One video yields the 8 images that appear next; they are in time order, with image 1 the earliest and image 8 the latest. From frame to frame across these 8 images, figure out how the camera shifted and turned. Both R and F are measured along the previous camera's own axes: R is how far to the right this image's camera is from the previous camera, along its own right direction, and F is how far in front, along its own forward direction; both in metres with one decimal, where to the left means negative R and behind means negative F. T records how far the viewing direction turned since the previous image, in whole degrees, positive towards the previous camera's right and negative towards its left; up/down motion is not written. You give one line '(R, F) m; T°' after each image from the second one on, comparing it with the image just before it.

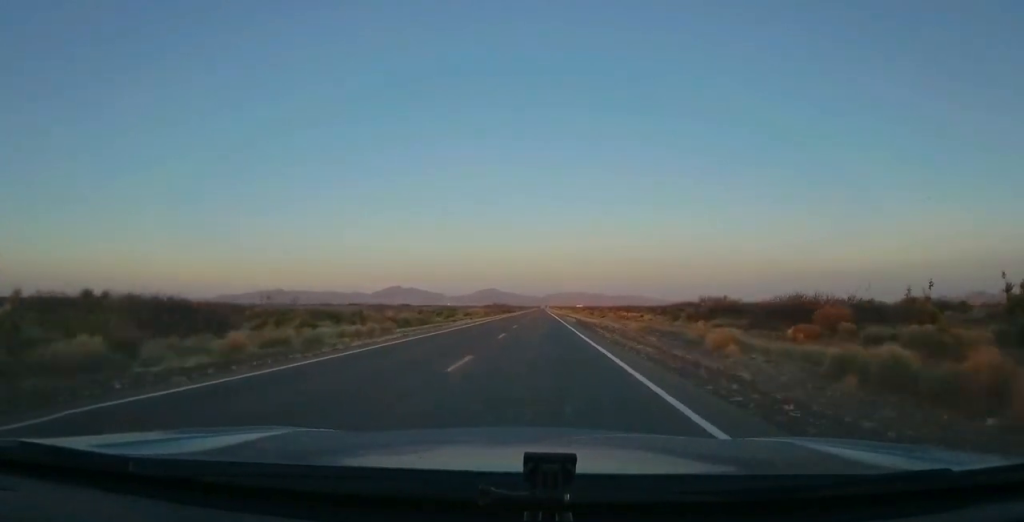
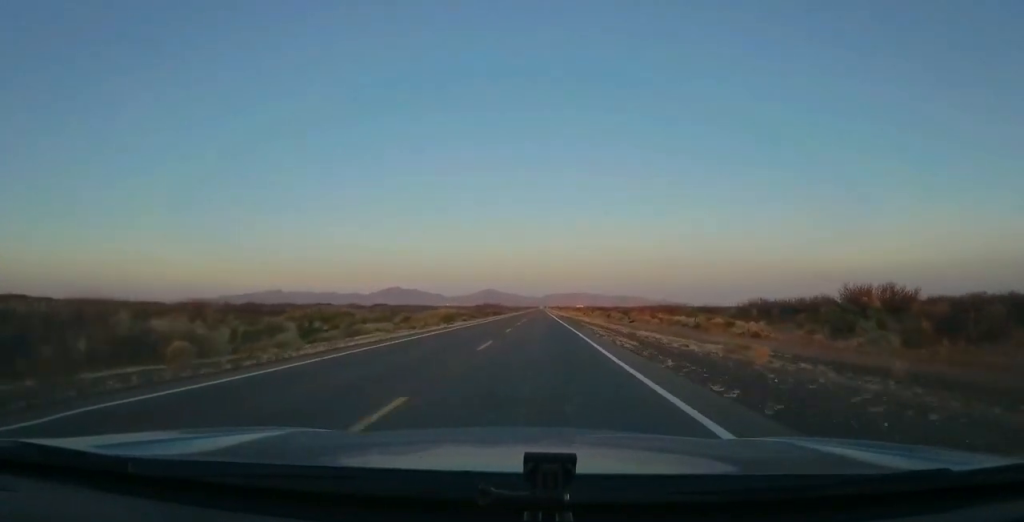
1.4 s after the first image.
(-0.5, +41.9) m; 0°
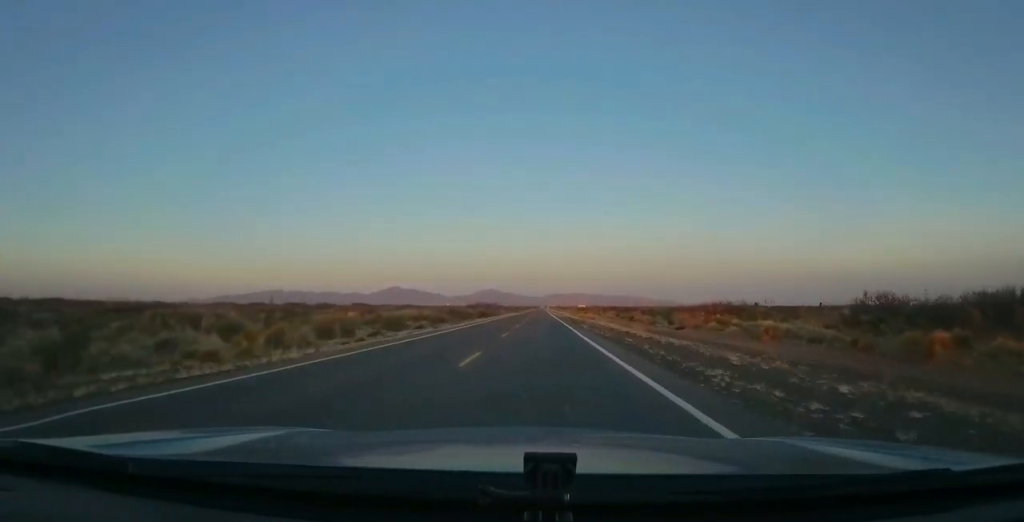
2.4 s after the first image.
(+0.4, +28.3) m; +1°
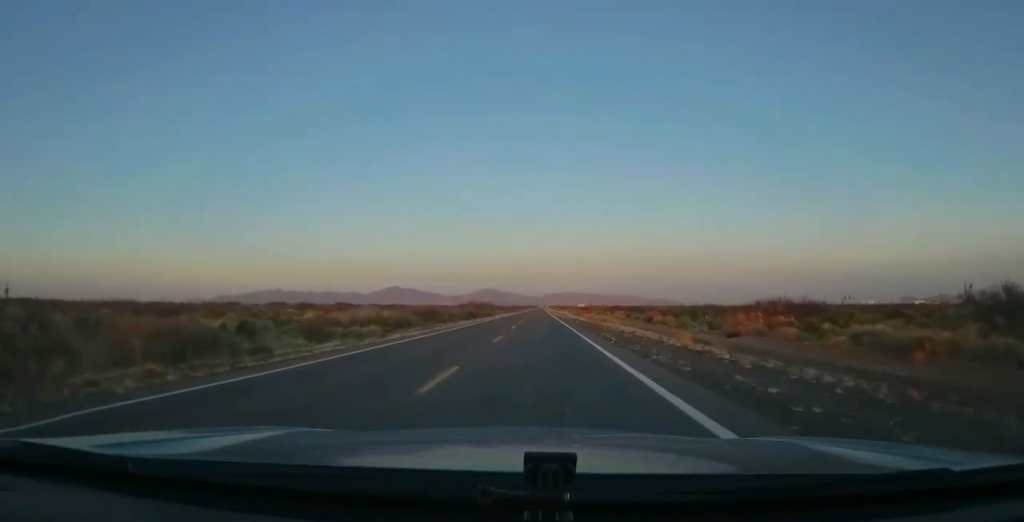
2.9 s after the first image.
(0.0, +15.6) m; 0°
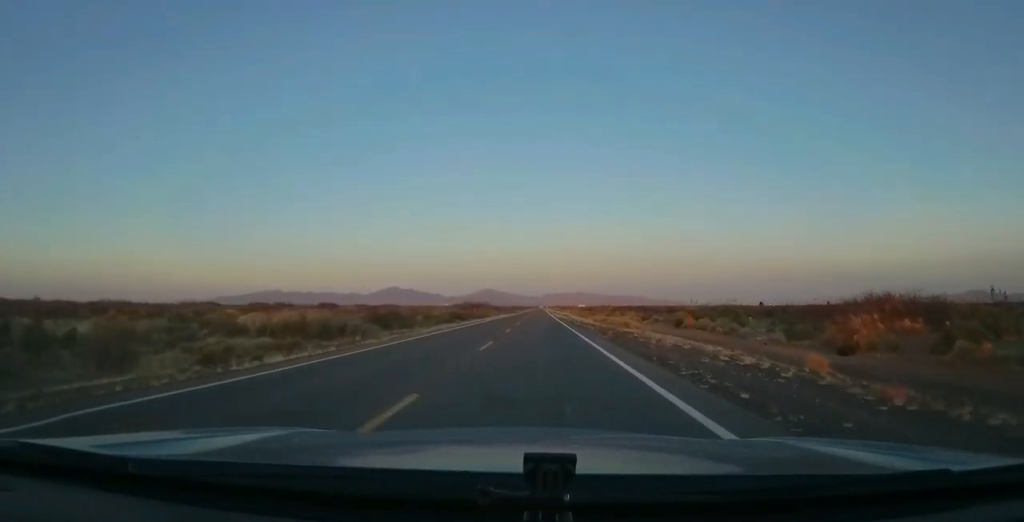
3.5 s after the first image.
(0.0, +15.6) m; 0°
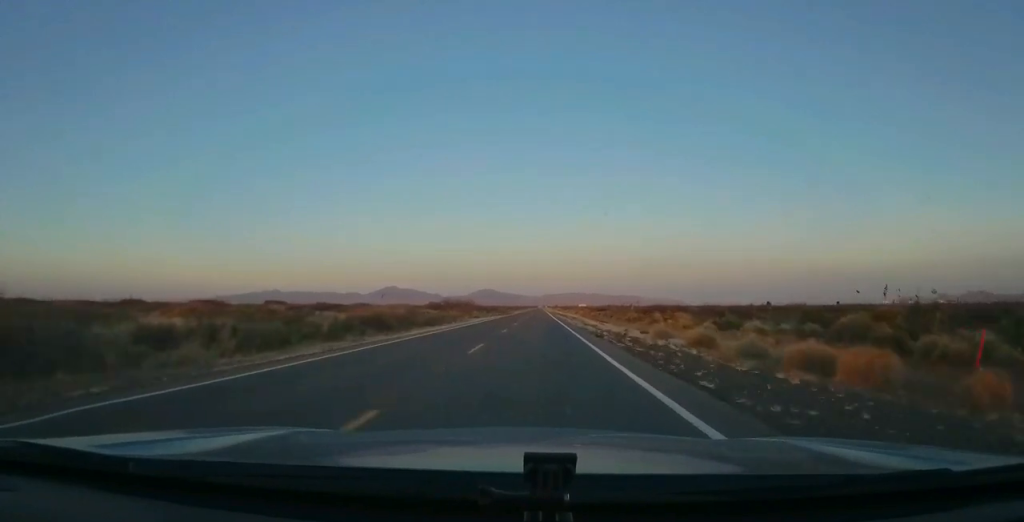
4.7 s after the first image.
(-0.4, +37.1) m; -1°
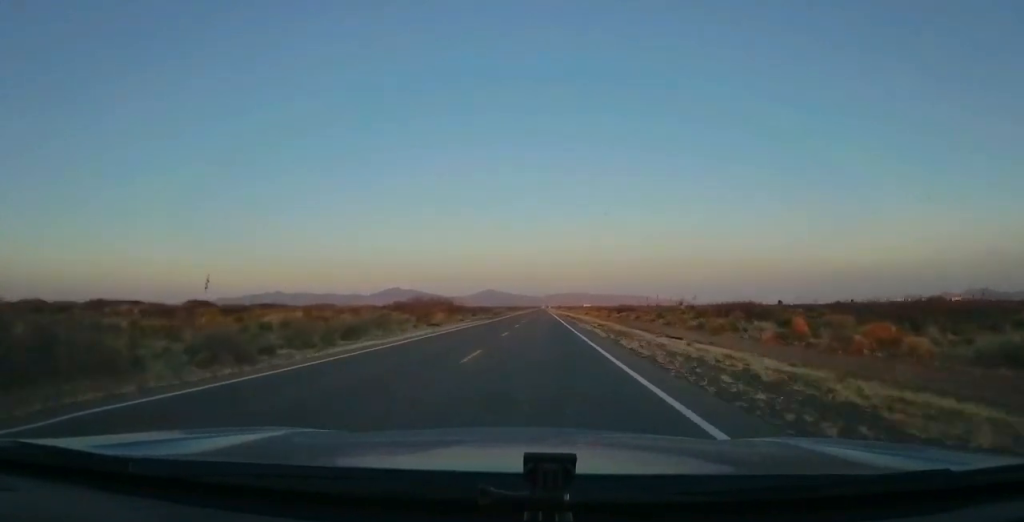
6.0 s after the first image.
(+0.3, +37.2) m; 0°
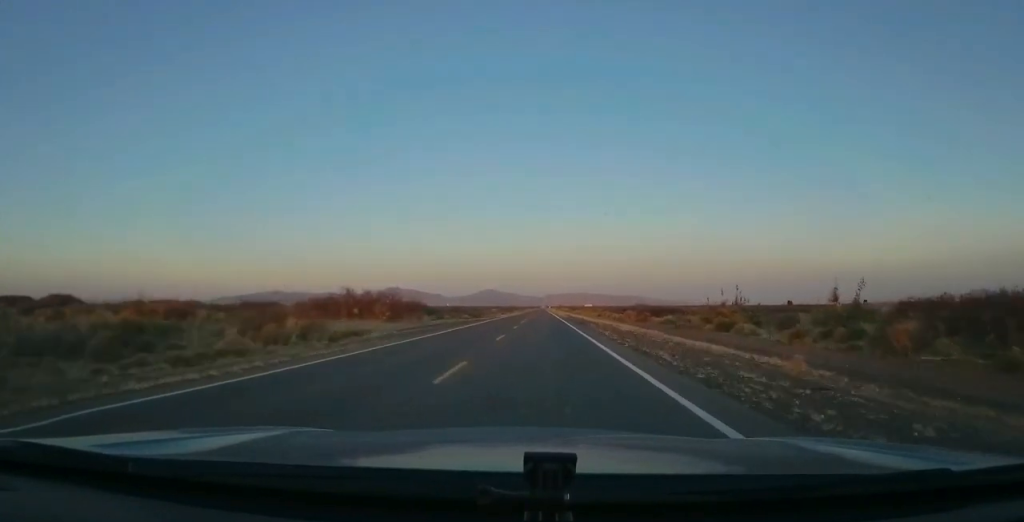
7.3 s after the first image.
(-0.3, +39.2) m; 0°
